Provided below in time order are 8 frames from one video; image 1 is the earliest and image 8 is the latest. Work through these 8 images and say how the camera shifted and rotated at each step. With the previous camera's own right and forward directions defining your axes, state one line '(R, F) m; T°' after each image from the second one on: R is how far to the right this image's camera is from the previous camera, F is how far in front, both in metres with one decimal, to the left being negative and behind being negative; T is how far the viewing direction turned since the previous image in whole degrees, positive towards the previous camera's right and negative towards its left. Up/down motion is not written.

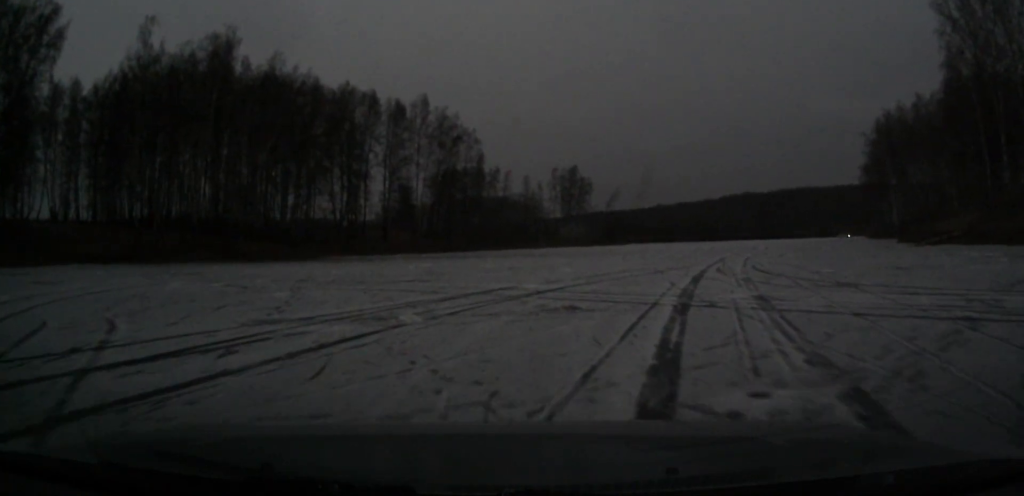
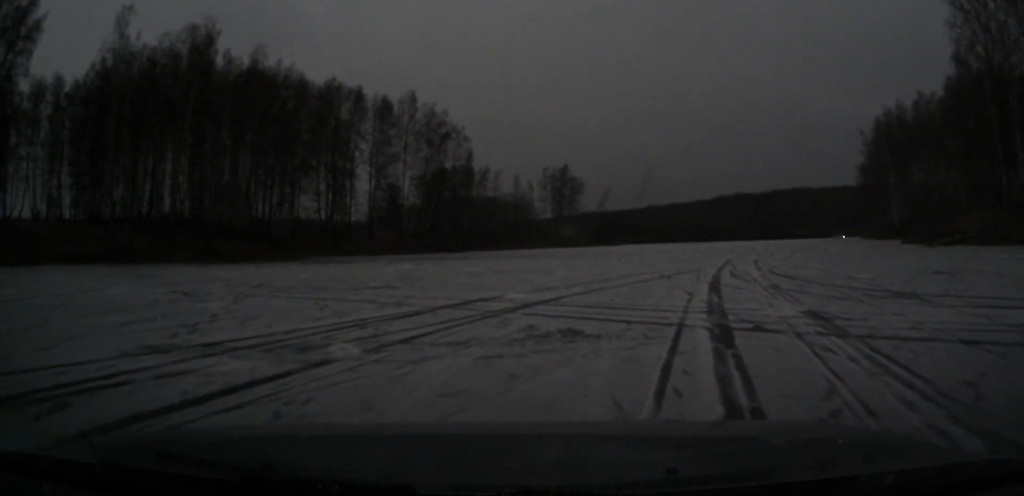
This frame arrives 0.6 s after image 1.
(+0.1, +3.1) m; +2°
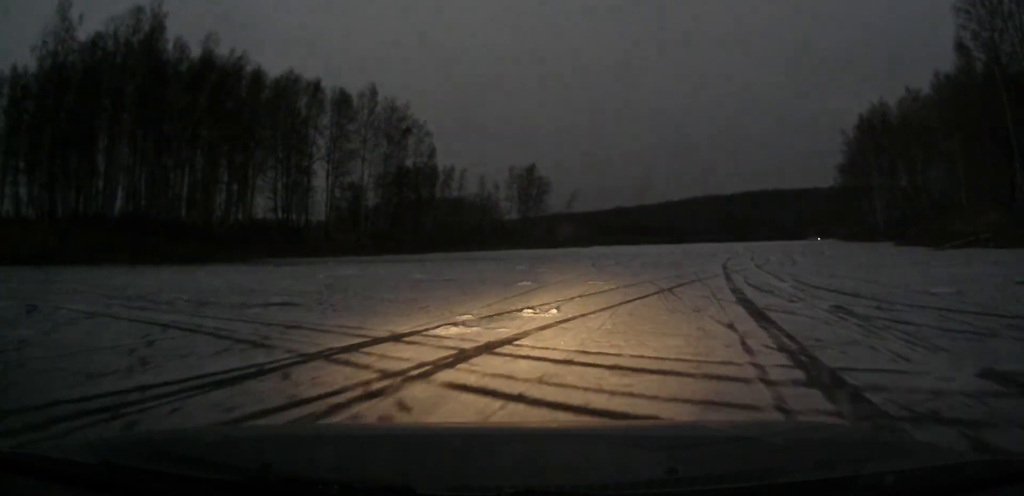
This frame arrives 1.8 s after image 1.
(+0.2, +5.2) m; +2°
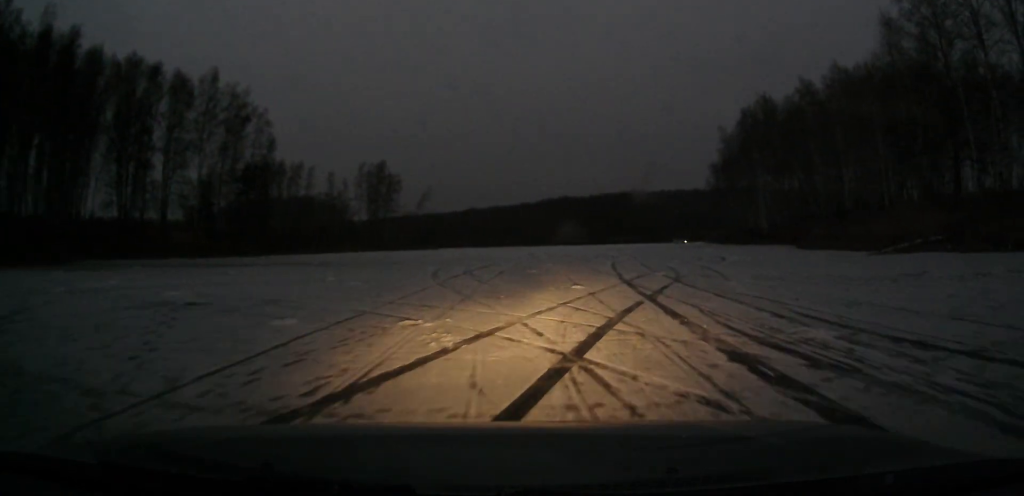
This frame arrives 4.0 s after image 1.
(+0.3, +8.8) m; +10°
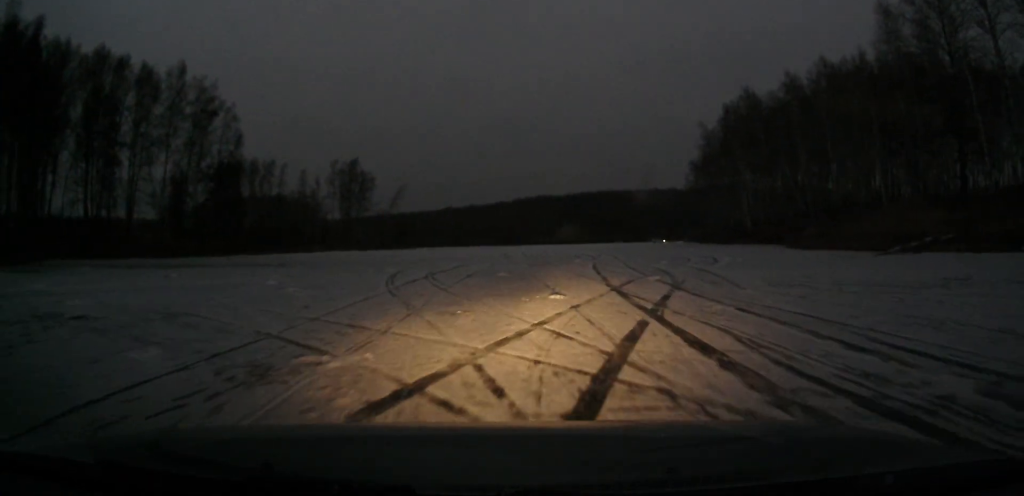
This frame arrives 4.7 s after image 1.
(+0.3, +3.2) m; +3°
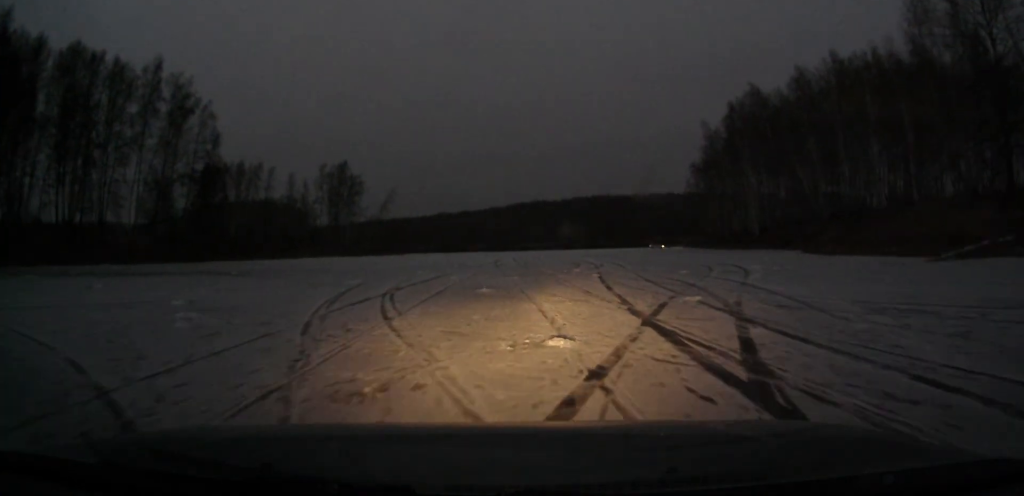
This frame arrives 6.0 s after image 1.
(0.0, +5.5) m; -1°
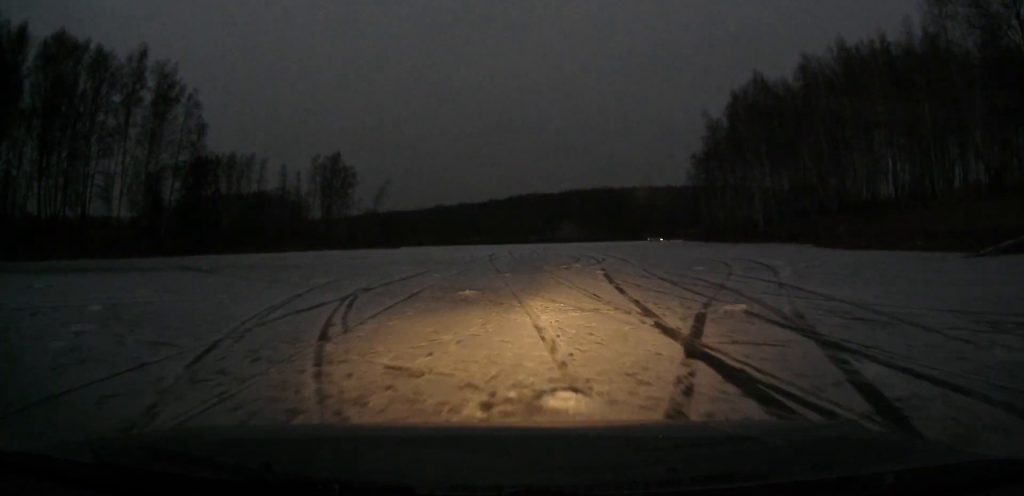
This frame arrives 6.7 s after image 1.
(0.0, +3.4) m; +2°
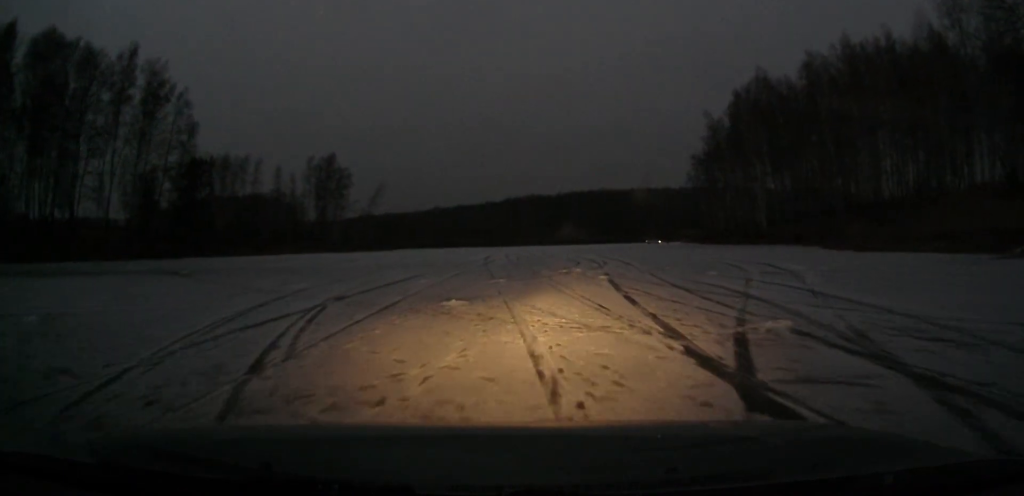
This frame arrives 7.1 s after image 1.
(-0.1, +2.1) m; +1°
